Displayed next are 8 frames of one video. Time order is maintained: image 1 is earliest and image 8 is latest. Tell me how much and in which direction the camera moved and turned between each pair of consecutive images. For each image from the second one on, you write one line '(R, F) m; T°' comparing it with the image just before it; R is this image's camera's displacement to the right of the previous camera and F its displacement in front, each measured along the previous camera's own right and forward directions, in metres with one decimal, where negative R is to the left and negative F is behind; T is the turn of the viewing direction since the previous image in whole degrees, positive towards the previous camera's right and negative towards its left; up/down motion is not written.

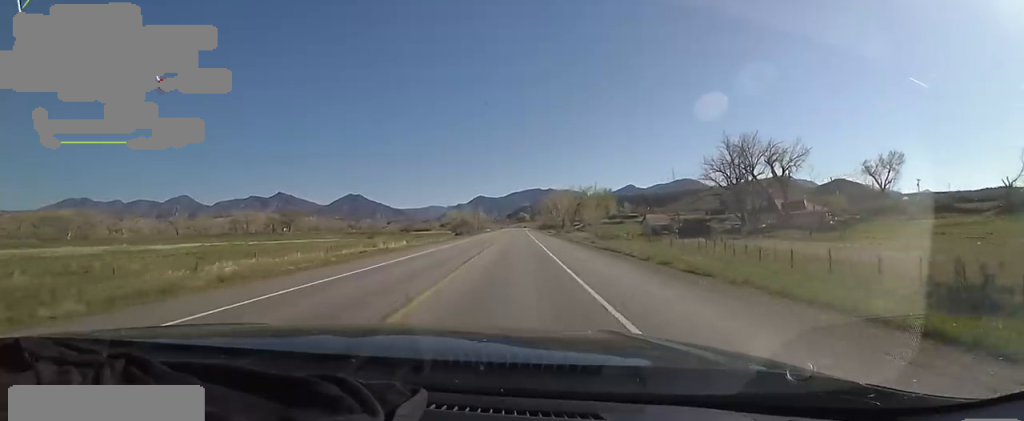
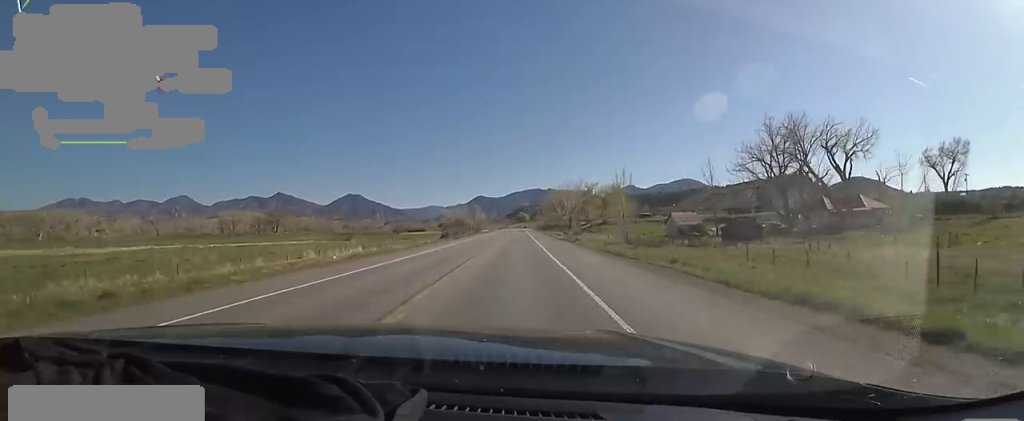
(-0.6, +19.9) m; -1°
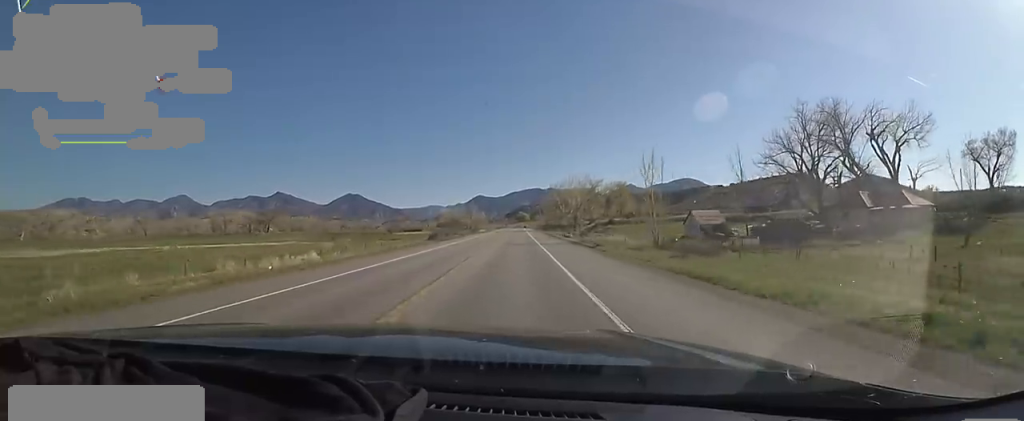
(-0.2, +11.6) m; -1°
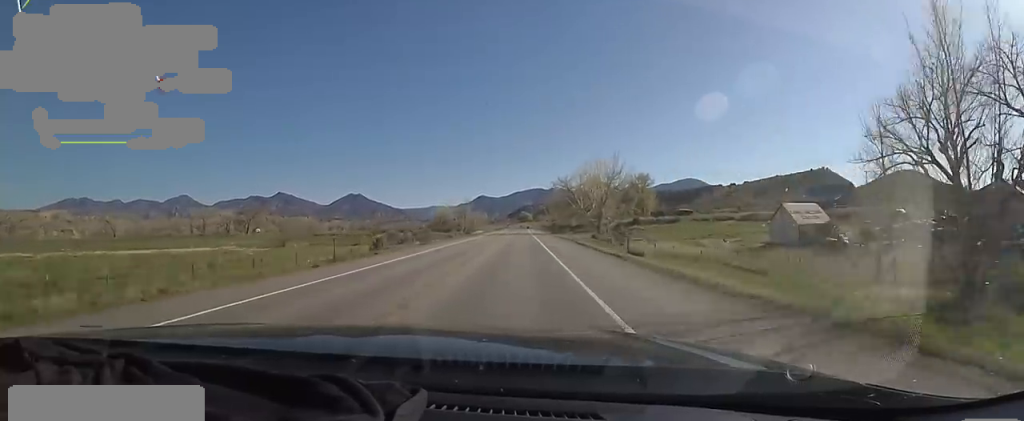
(+0.2, +29.5) m; +1°
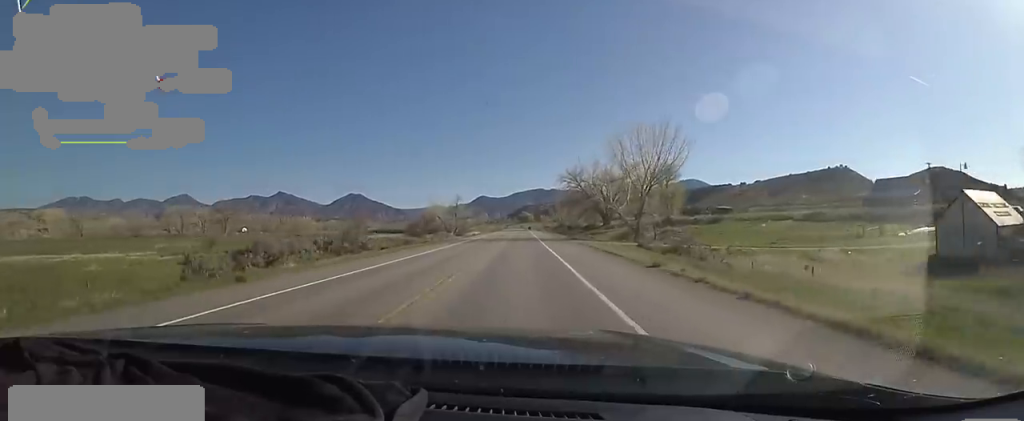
(+0.3, +25.3) m; +2°
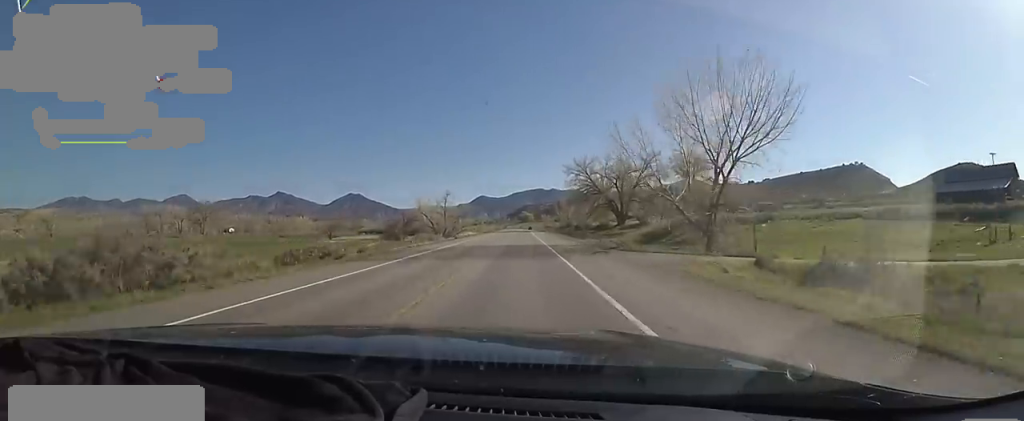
(+0.7, +21.2) m; -1°
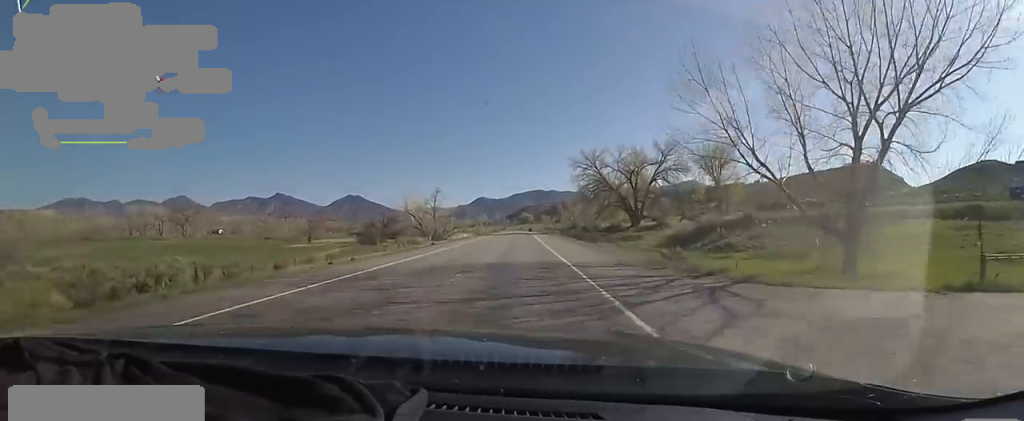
(-0.8, +14.7) m; -2°
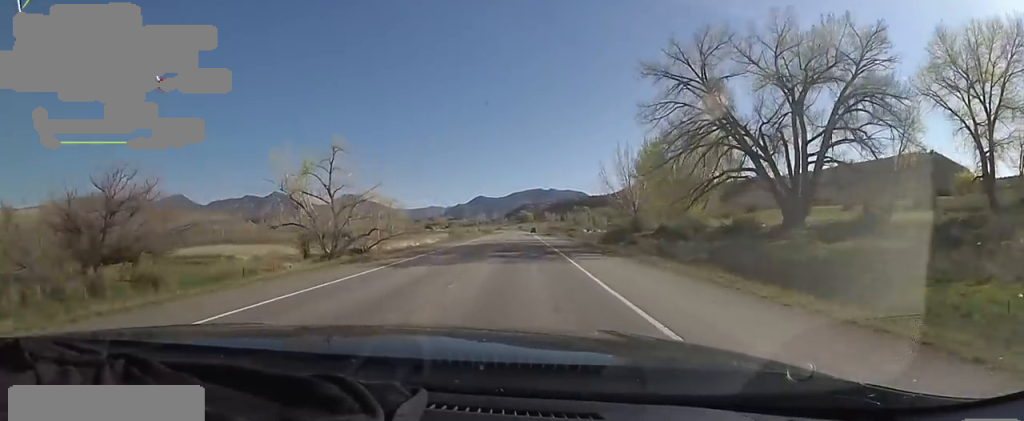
(+1.5, +61.2) m; +1°
